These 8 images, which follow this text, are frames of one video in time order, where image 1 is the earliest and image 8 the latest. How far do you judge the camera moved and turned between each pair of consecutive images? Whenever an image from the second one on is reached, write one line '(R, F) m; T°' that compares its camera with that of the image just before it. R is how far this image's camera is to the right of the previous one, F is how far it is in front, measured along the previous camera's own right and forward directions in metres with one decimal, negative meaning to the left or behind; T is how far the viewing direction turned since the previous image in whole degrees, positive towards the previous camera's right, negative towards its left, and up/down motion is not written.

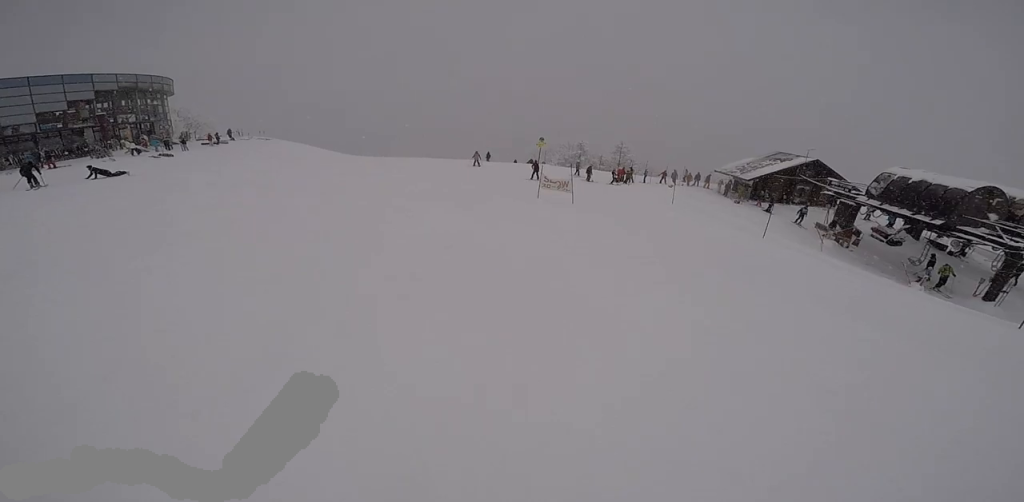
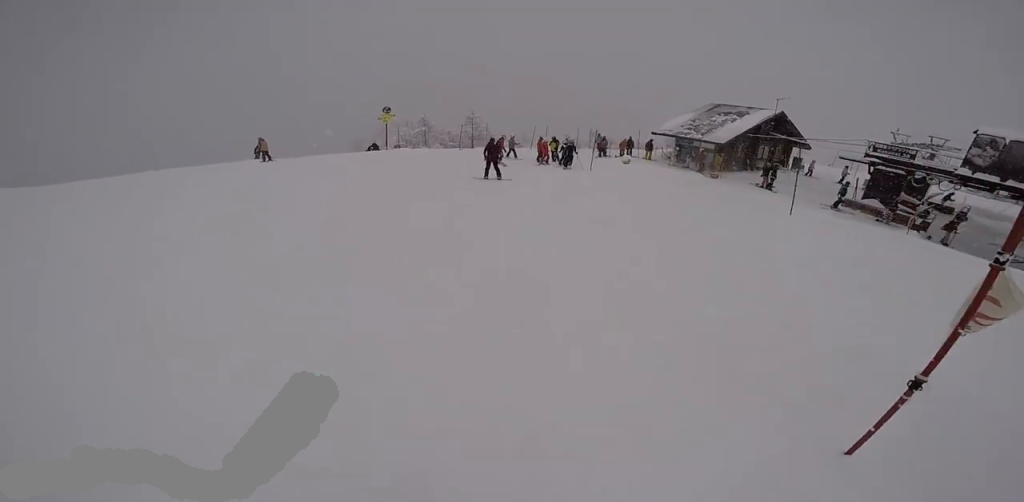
(+1.2, +15.8) m; +11°
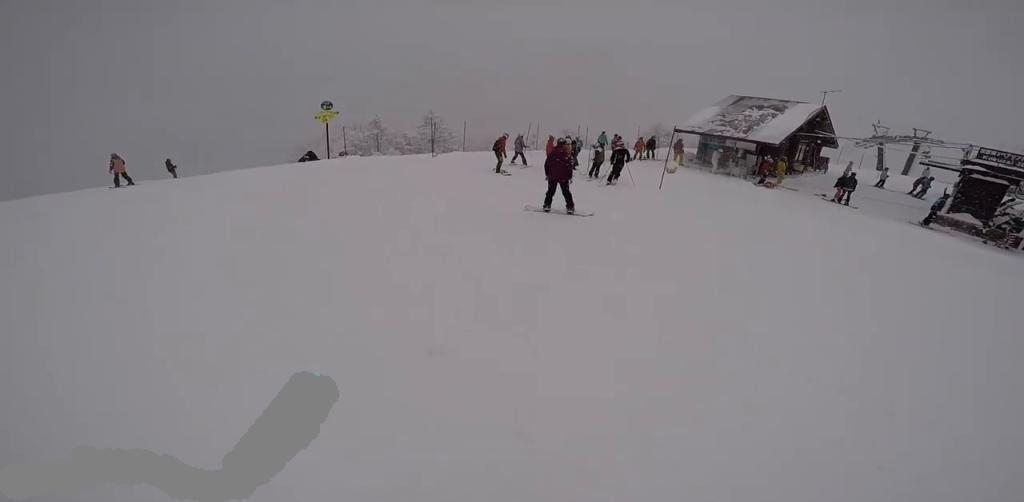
(+0.4, +5.8) m; +7°
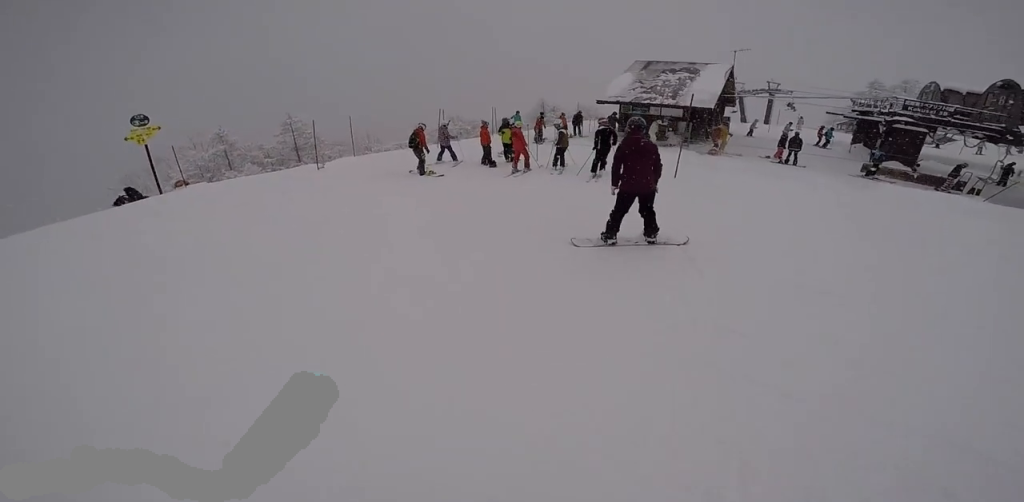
(+0.2, +3.5) m; +5°
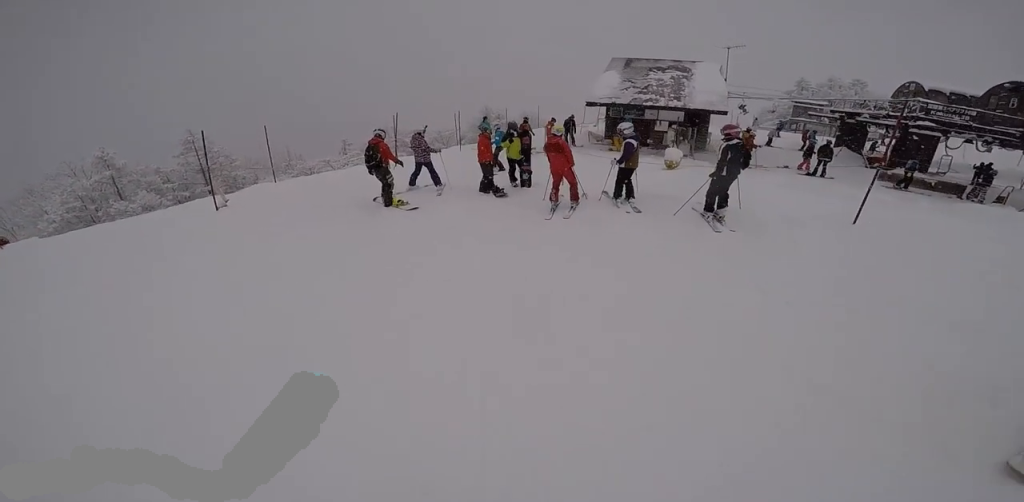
(+0.3, +4.4) m; +7°
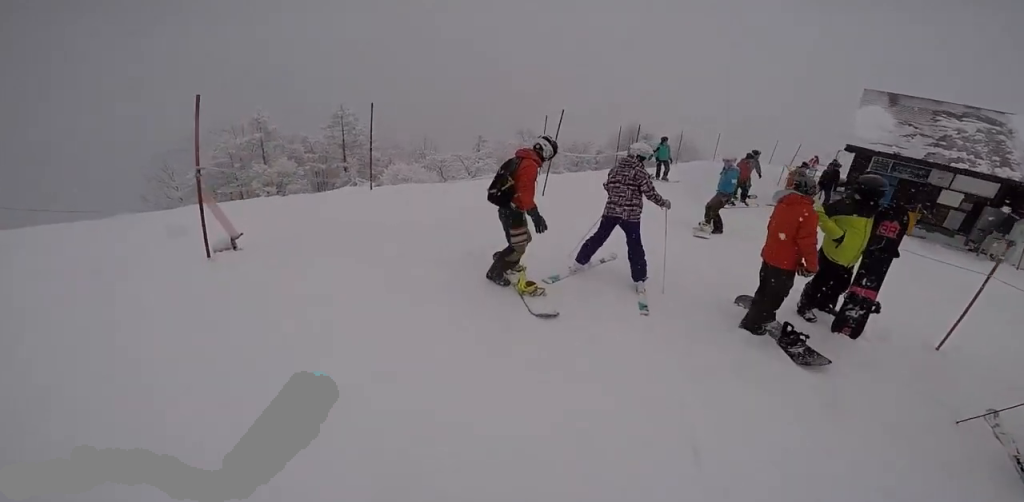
(+0.4, +5.2) m; +10°
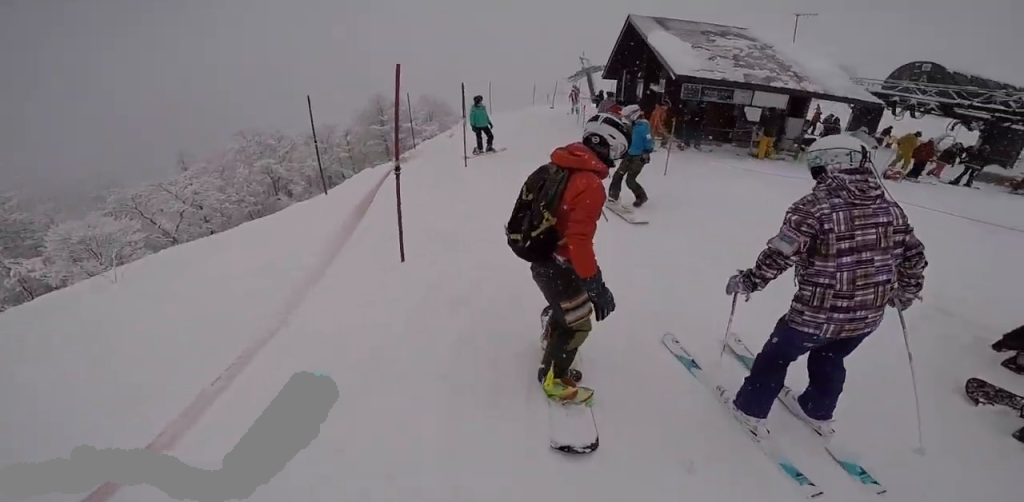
(+0.5, +4.6) m; +14°
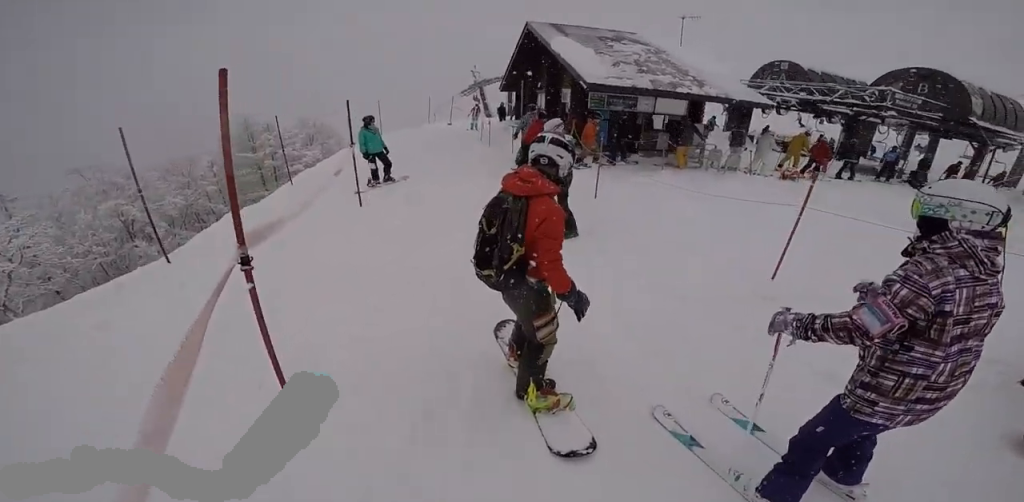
(+0.2, +1.6) m; +8°
